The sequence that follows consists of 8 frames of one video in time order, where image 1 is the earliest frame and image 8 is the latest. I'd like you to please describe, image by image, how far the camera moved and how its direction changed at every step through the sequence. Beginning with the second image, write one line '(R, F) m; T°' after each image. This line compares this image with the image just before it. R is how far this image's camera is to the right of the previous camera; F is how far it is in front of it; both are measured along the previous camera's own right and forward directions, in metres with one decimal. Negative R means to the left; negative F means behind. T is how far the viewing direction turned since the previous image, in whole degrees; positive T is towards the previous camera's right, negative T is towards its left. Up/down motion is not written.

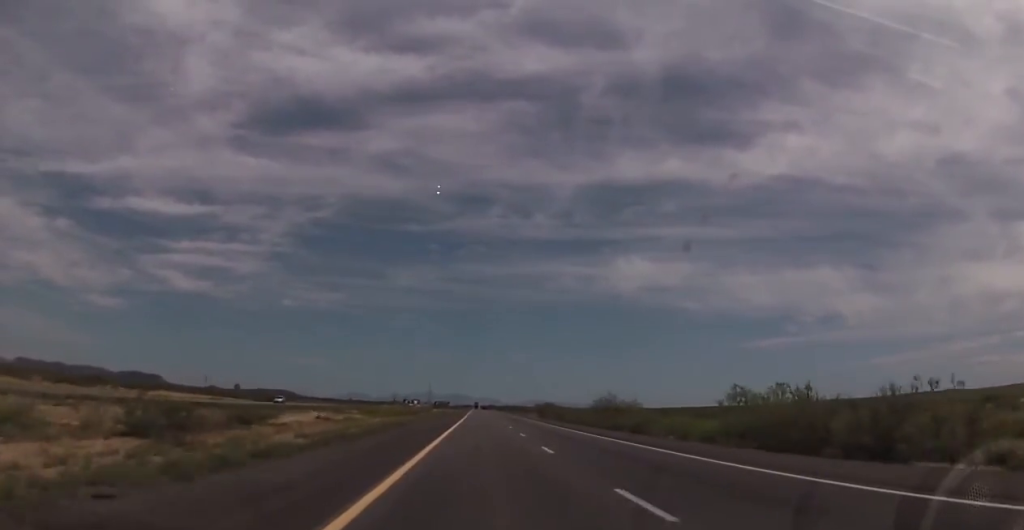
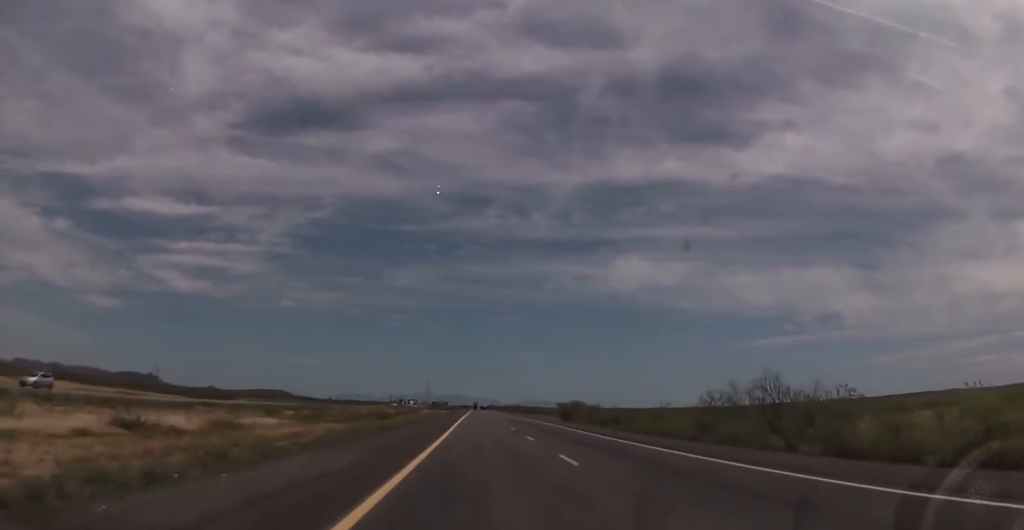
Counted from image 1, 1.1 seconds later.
(-0.4, +40.8) m; 0°
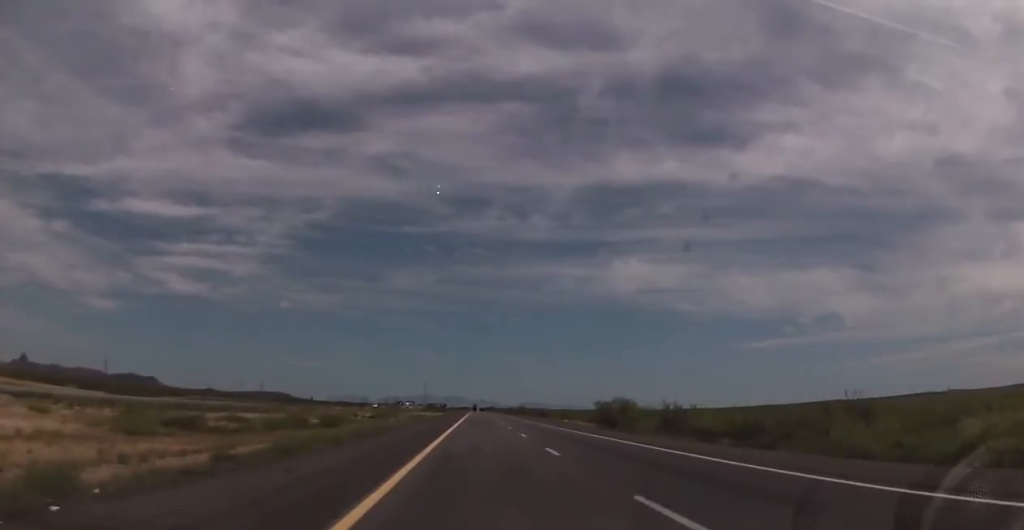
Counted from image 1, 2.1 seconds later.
(+0.4, +33.4) m; +1°
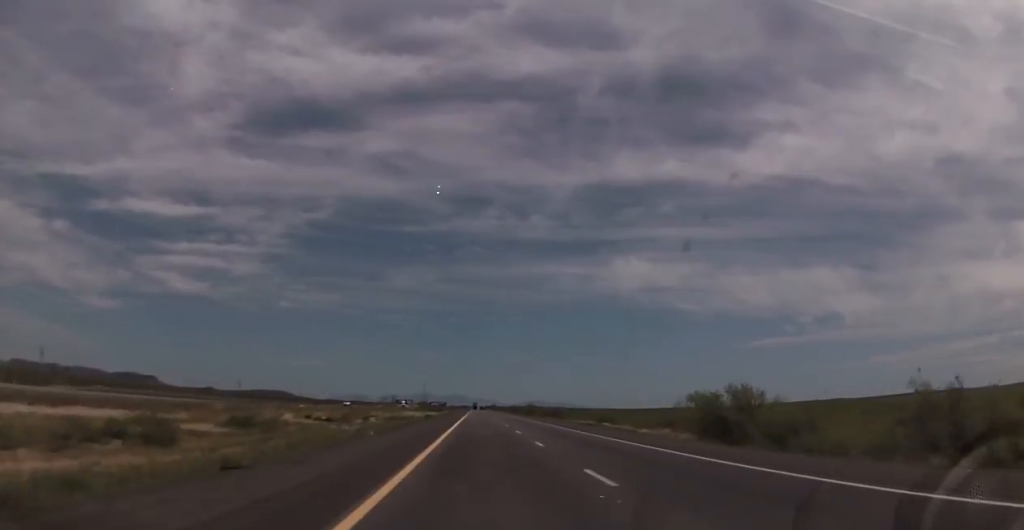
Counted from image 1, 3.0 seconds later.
(+0.1, +32.2) m; -1°
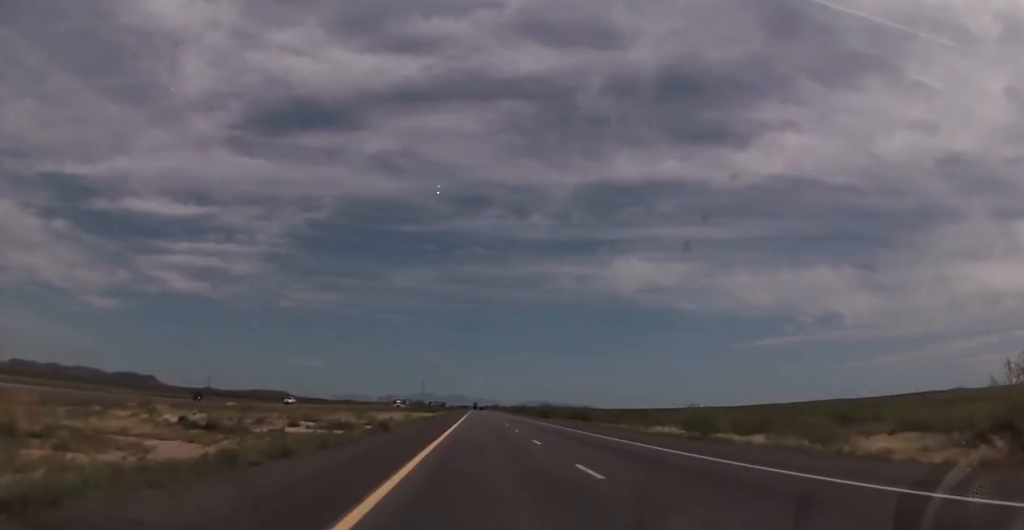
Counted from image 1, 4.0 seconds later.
(-0.6, +35.6) m; 0°
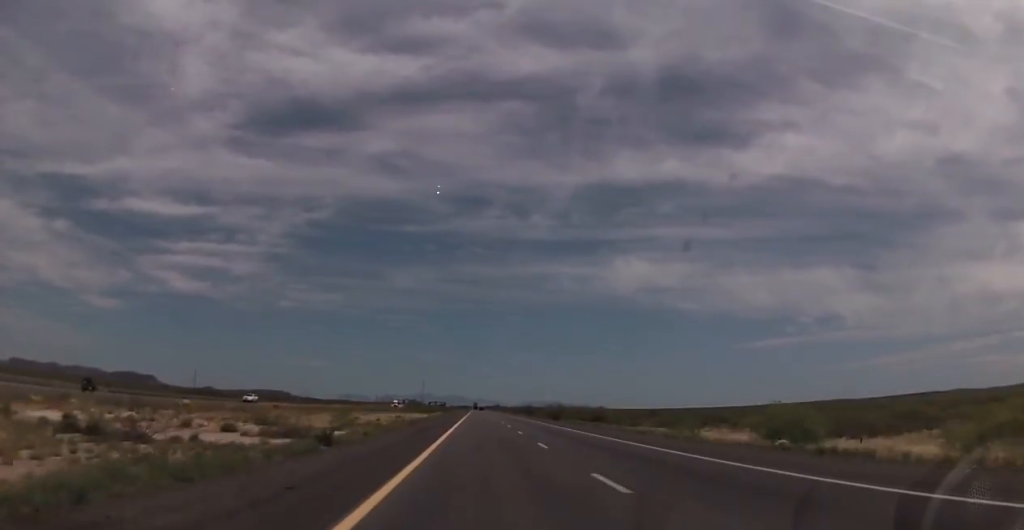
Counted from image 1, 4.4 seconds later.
(+0.2, +14.2) m; 0°
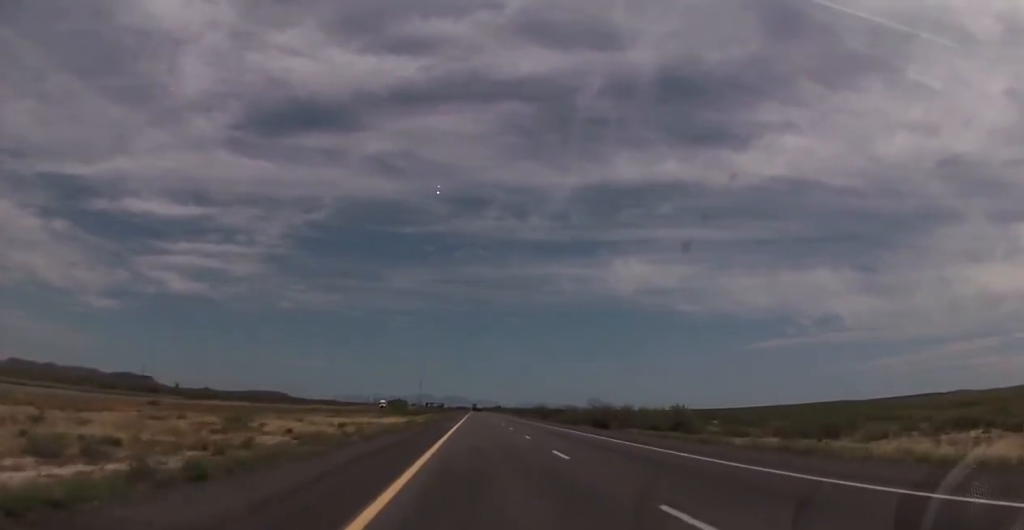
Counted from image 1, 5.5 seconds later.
(+0.4, +41.5) m; 0°
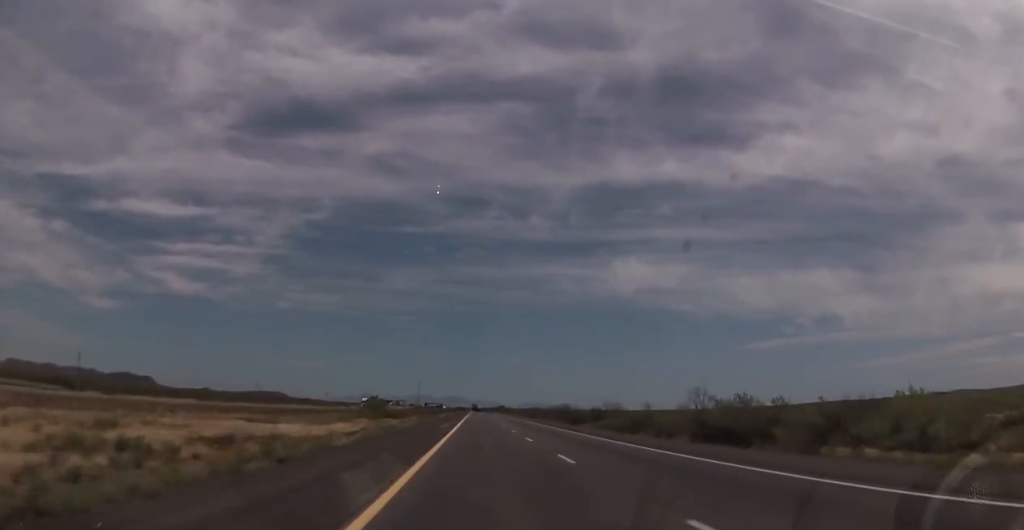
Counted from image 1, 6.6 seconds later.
(-0.4, +38.0) m; 0°
